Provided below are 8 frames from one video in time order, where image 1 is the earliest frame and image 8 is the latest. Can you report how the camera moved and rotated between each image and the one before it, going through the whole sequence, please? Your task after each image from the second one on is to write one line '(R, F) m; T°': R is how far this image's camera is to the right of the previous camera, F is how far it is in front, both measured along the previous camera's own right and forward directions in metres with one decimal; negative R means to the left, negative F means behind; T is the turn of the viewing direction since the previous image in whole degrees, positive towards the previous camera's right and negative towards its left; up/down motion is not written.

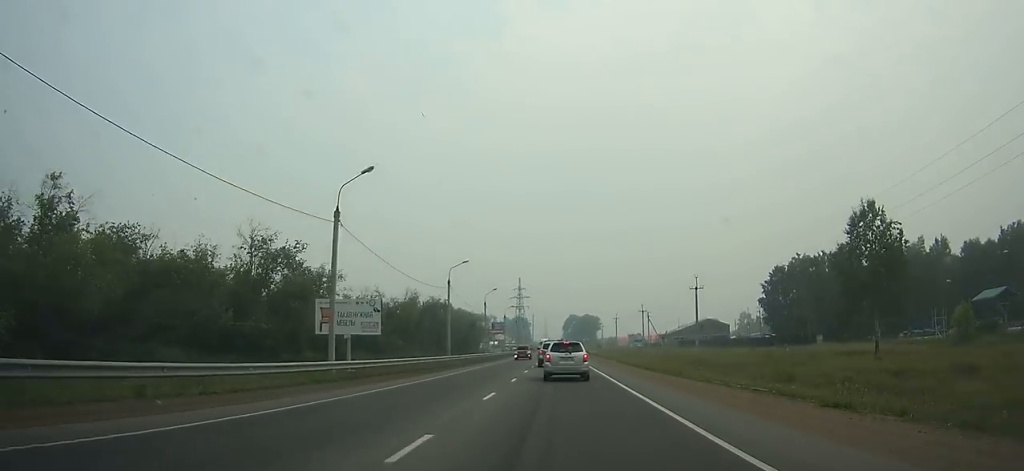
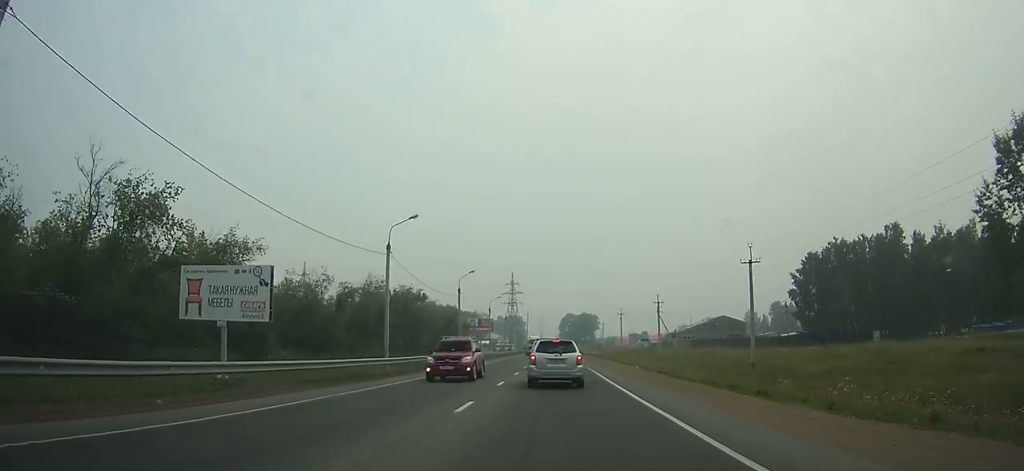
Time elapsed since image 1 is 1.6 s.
(0.0, +17.7) m; 0°
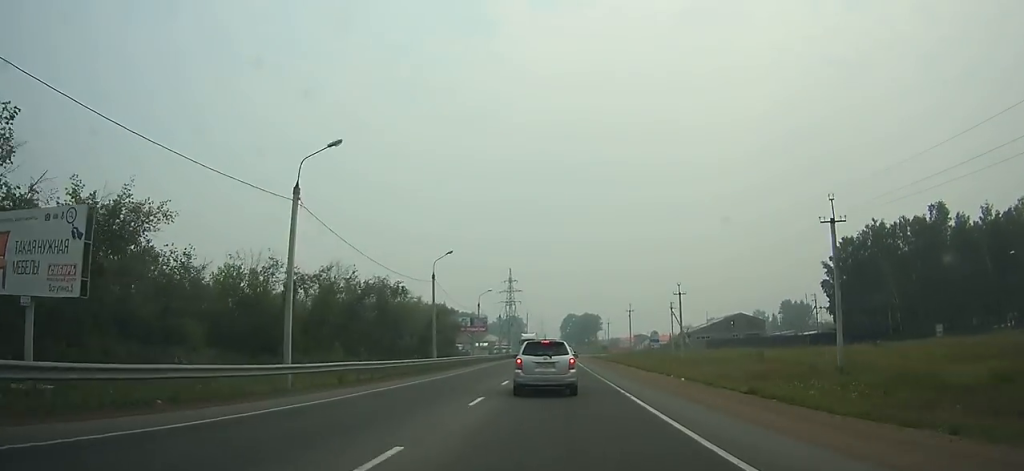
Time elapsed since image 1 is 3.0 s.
(0.0, +13.4) m; 0°
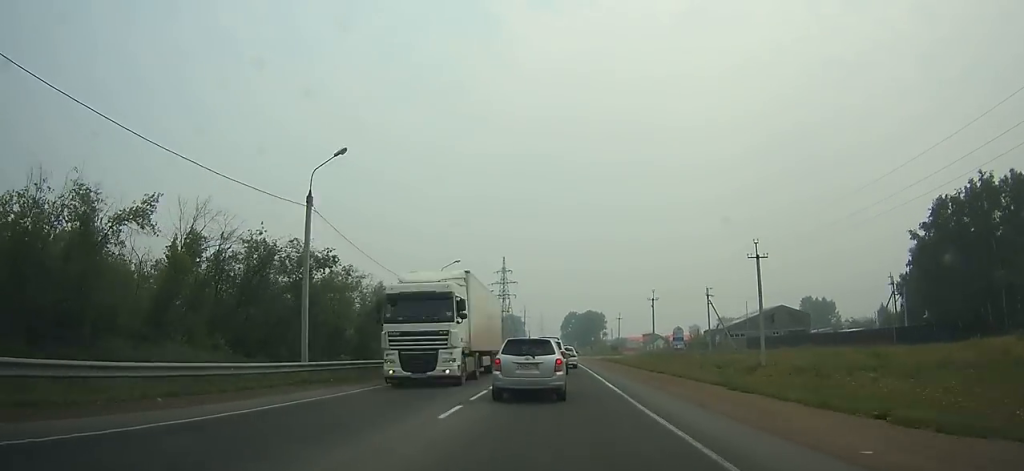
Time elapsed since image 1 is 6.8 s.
(+0.1, +32.0) m; 0°
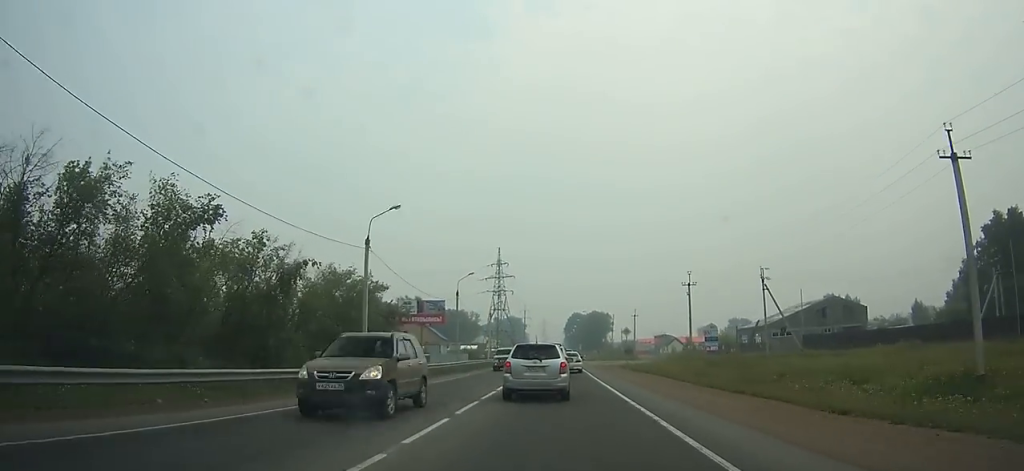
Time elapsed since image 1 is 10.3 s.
(0.0, +24.8) m; 0°
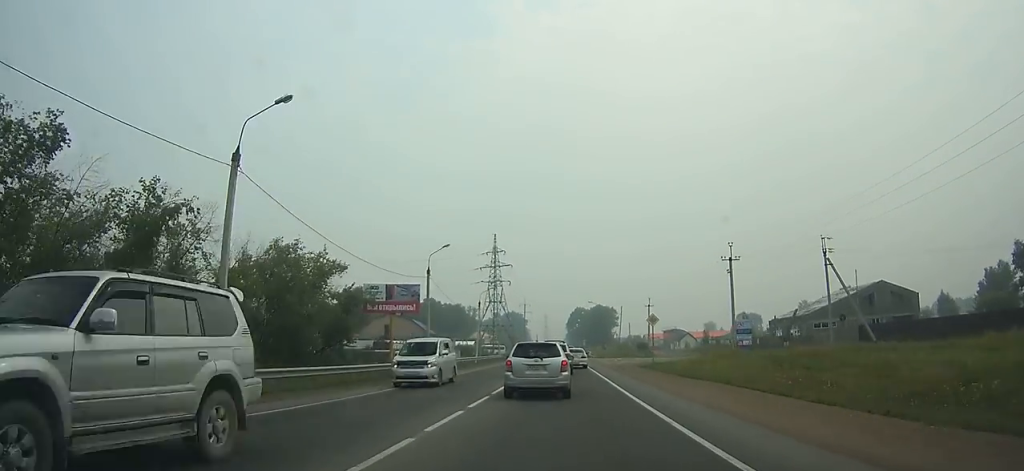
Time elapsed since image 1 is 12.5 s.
(0.0, +15.0) m; 0°
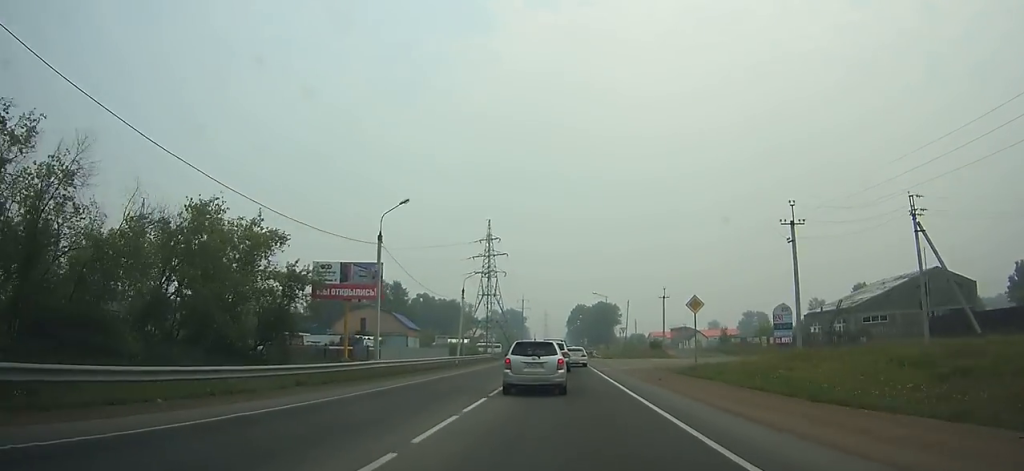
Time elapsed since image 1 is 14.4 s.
(0.0, +13.1) m; 0°
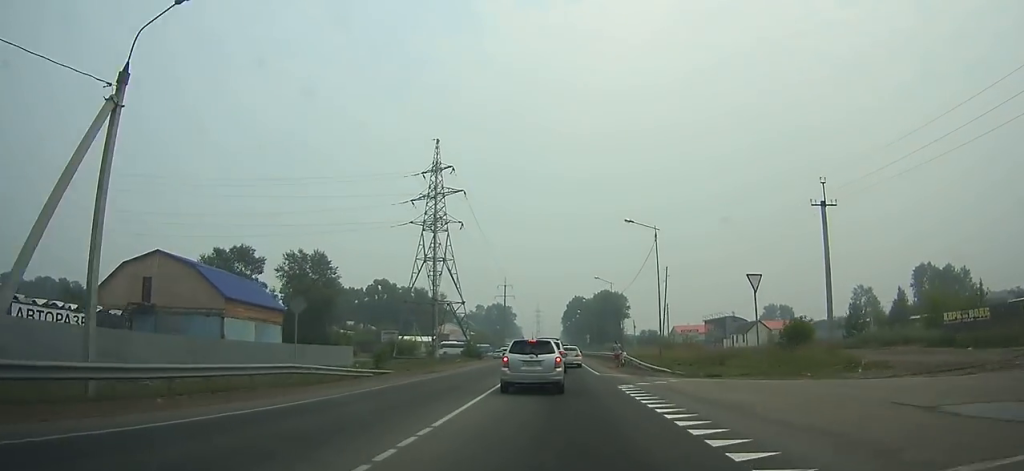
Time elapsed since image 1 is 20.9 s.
(0.0, +45.8) m; 0°
